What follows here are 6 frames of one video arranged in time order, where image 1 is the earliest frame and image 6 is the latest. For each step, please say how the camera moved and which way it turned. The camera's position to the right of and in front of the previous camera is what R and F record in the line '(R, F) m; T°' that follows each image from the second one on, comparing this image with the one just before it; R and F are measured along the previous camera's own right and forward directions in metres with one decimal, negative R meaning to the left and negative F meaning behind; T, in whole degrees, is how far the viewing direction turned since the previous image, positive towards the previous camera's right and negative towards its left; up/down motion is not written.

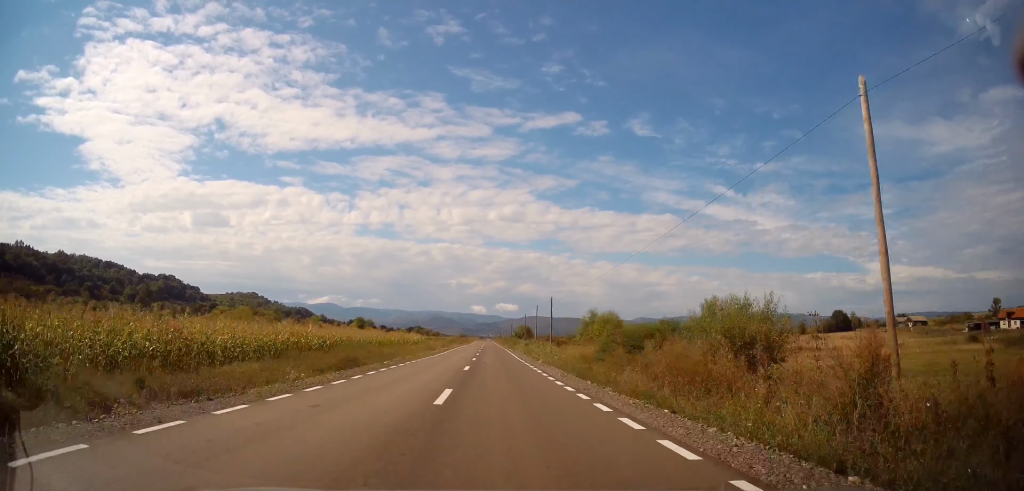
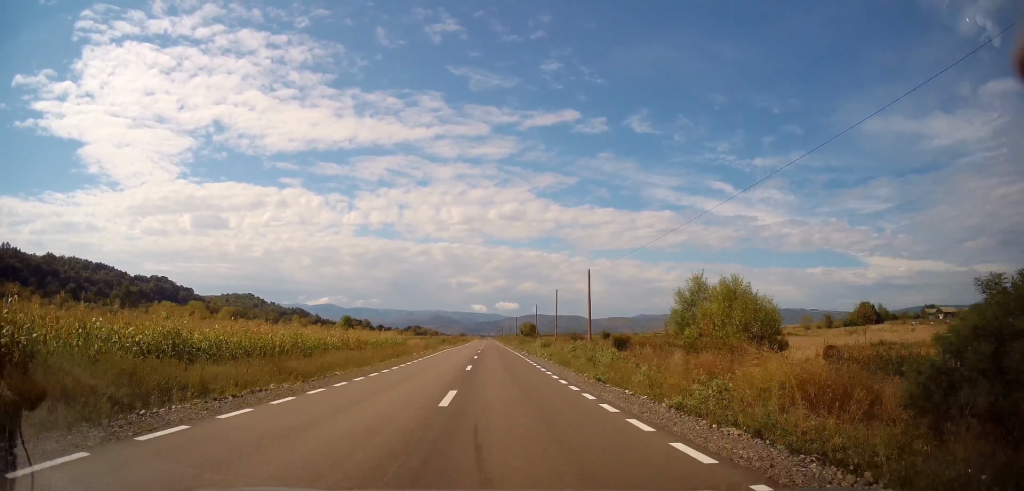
(-0.1, +23.1) m; 0°
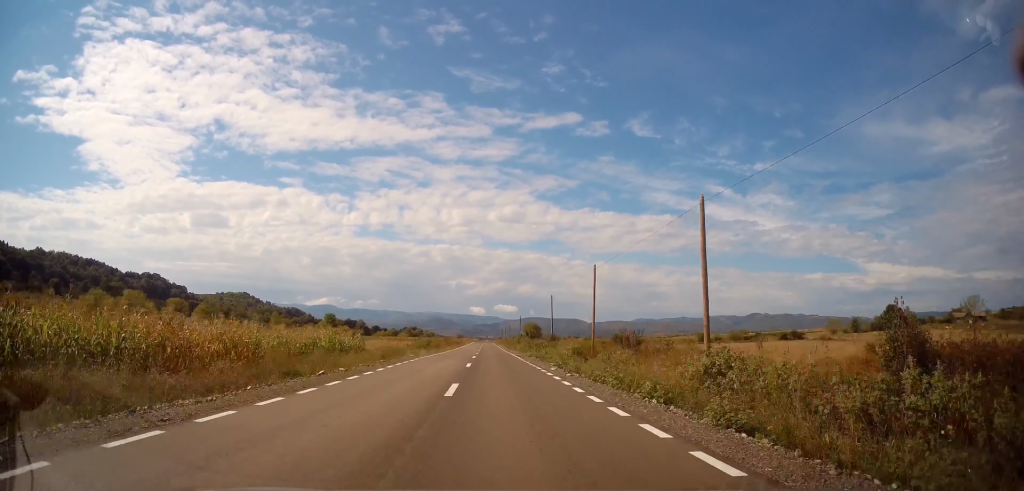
(0.0, +21.3) m; 0°
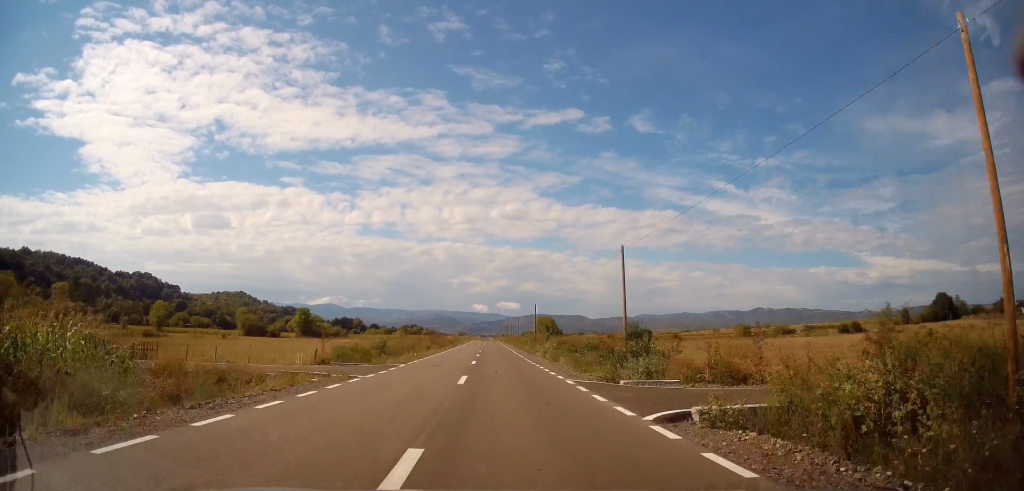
(0.0, +31.4) m; 0°
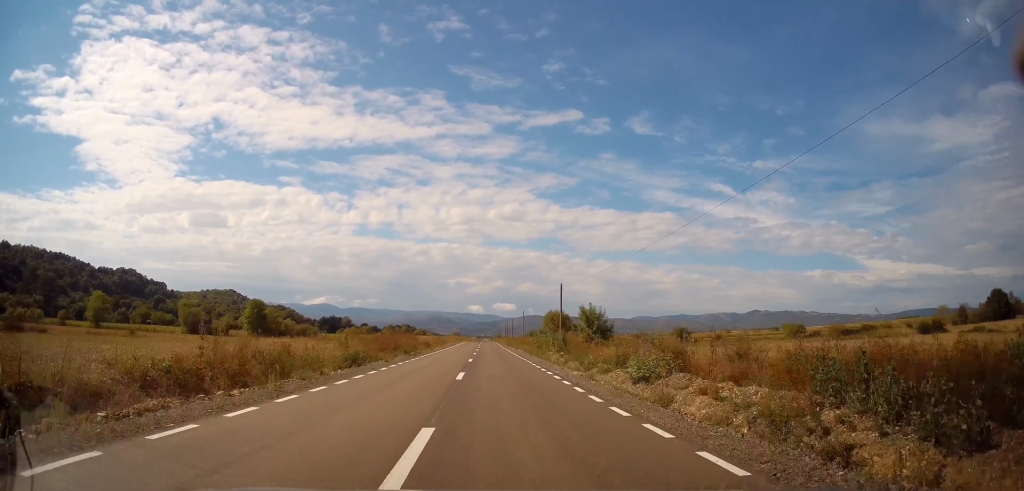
(0.0, +32.9) m; 0°
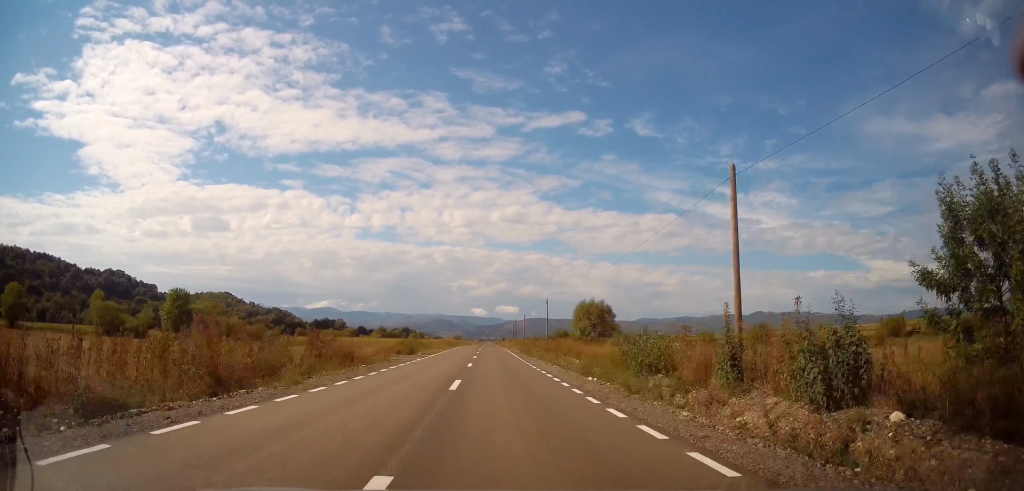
(0.0, +37.6) m; 0°
